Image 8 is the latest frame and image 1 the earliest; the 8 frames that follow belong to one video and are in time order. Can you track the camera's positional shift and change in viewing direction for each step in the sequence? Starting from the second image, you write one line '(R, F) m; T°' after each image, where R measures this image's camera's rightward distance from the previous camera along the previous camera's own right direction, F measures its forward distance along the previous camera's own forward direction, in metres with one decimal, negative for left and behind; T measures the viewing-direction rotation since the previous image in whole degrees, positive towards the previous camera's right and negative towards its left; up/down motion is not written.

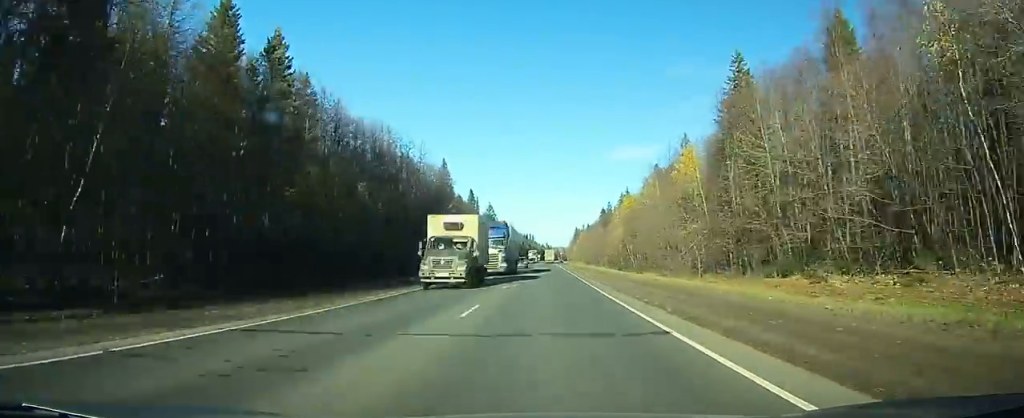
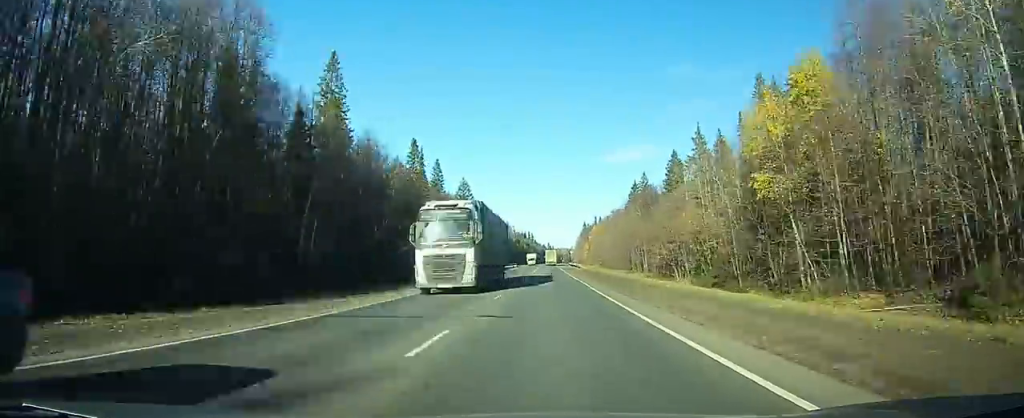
(-0.3, +89.0) m; 0°
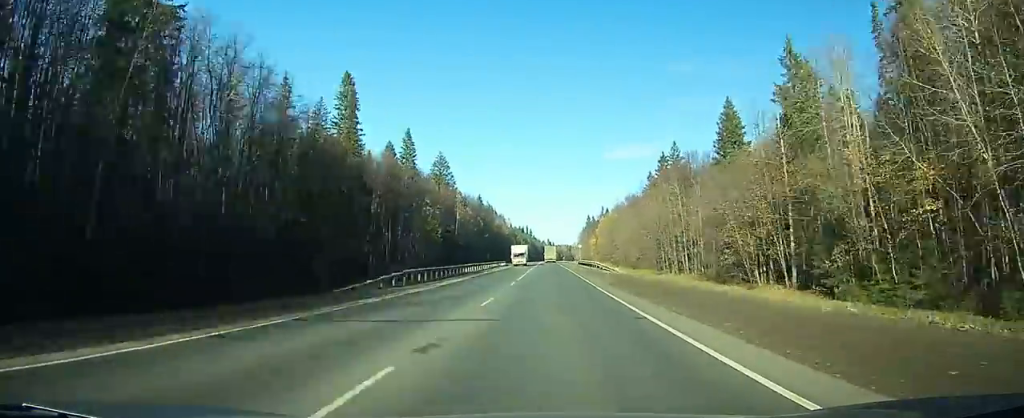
(-0.1, +40.0) m; 0°
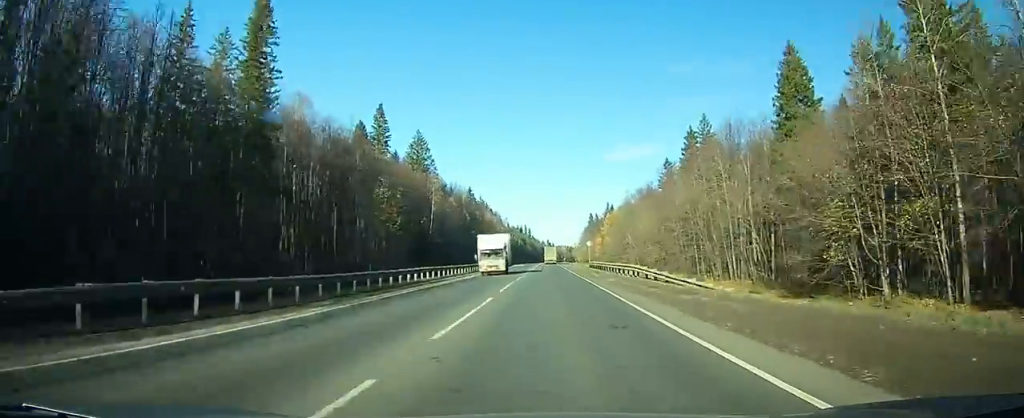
(-0.1, +24.8) m; 0°
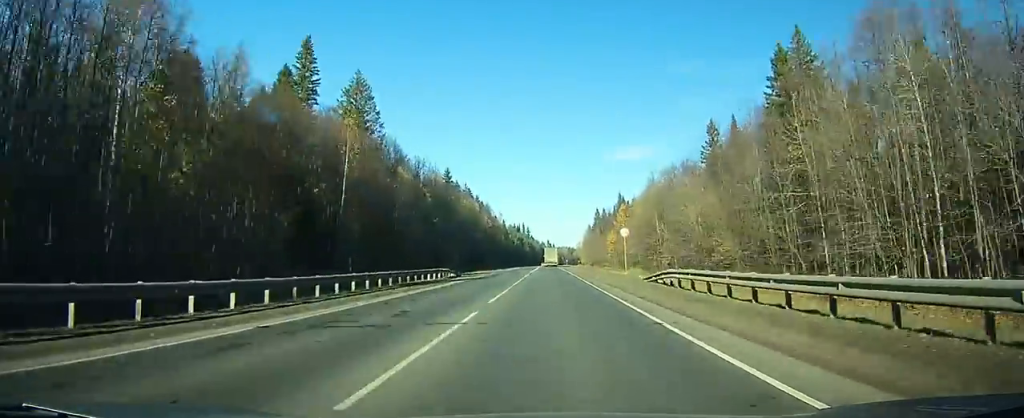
(0.0, +40.0) m; 0°
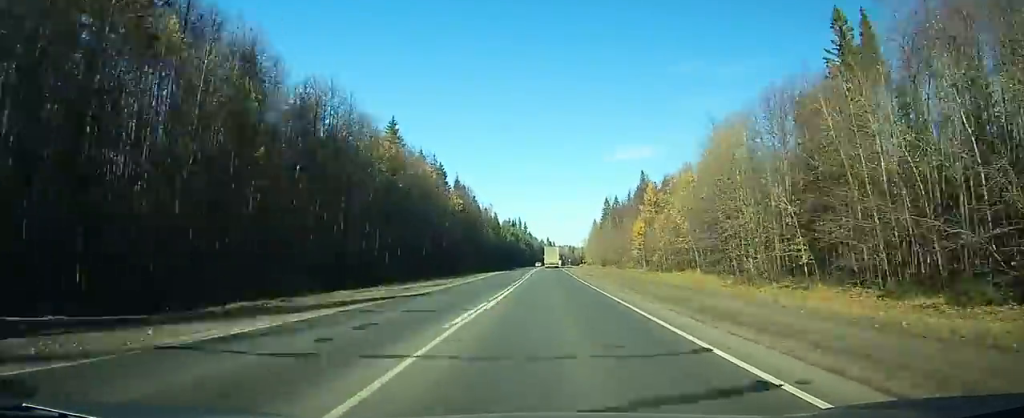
(0.0, +49.5) m; 0°
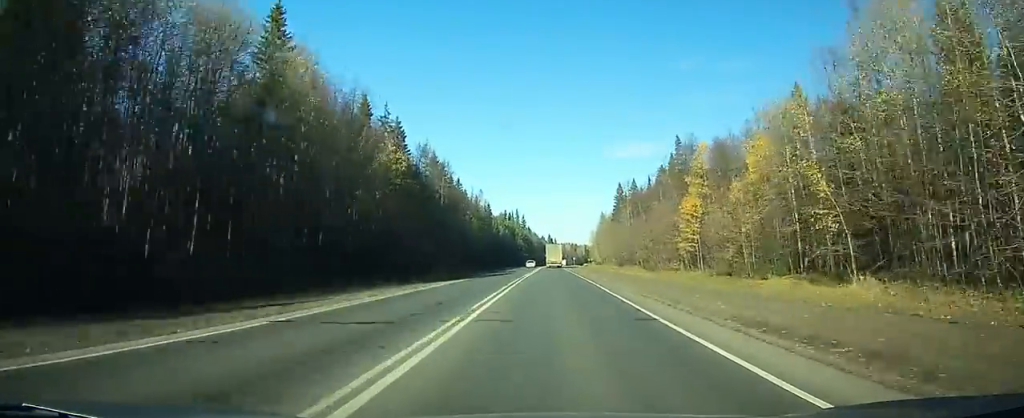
(0.0, +41.6) m; 0°
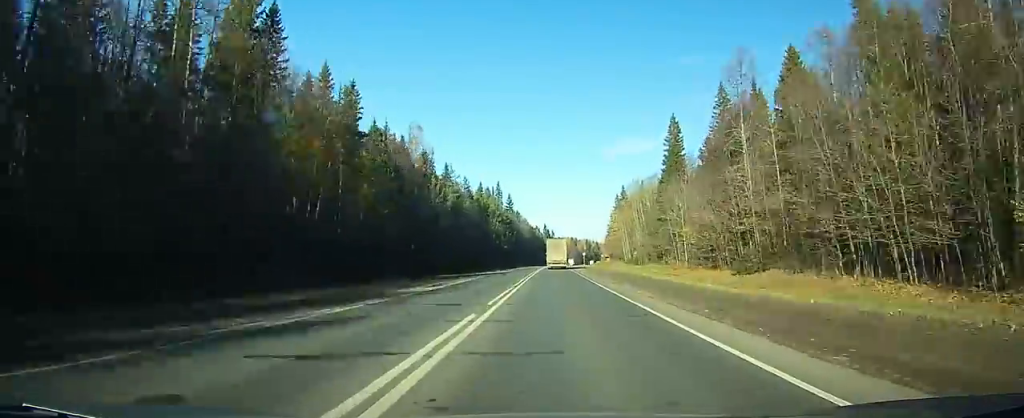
(0.0, +96.8) m; 0°
